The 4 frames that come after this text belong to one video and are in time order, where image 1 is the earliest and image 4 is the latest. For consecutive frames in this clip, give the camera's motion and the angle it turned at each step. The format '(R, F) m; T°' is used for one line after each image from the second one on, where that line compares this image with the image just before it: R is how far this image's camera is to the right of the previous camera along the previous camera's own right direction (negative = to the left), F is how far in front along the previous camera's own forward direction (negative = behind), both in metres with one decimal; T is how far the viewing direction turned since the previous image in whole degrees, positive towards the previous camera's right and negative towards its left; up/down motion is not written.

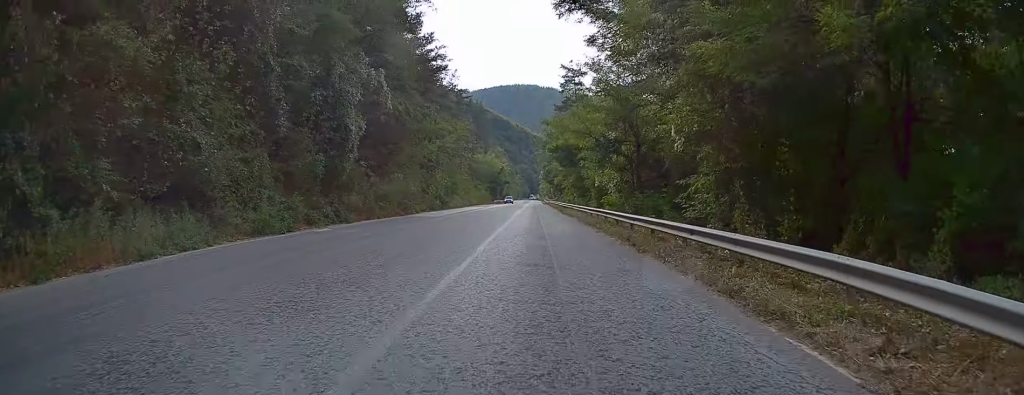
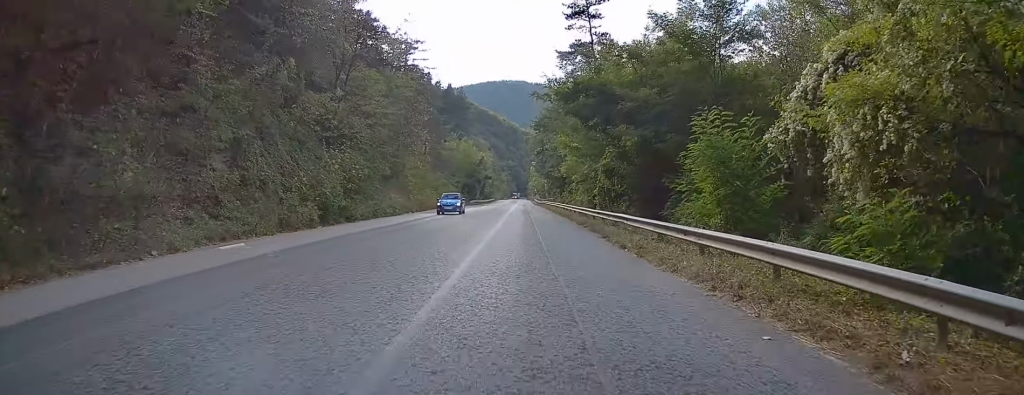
(0.0, +34.4) m; +1°
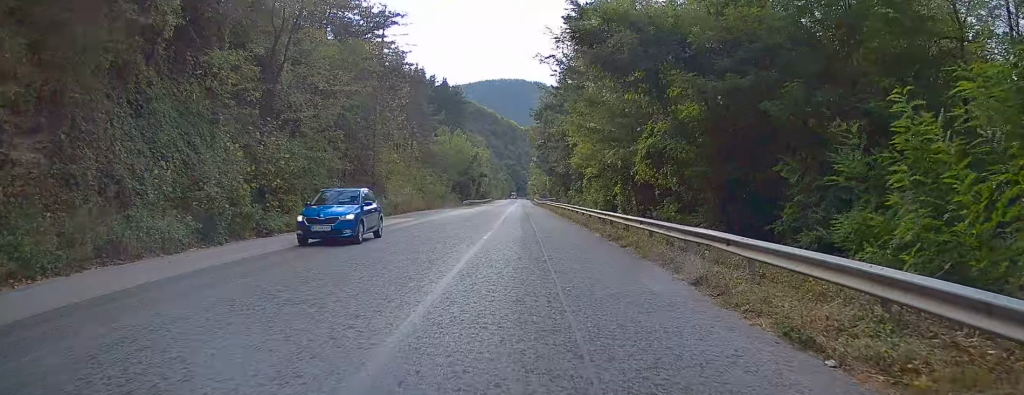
(0.0, +11.3) m; +1°
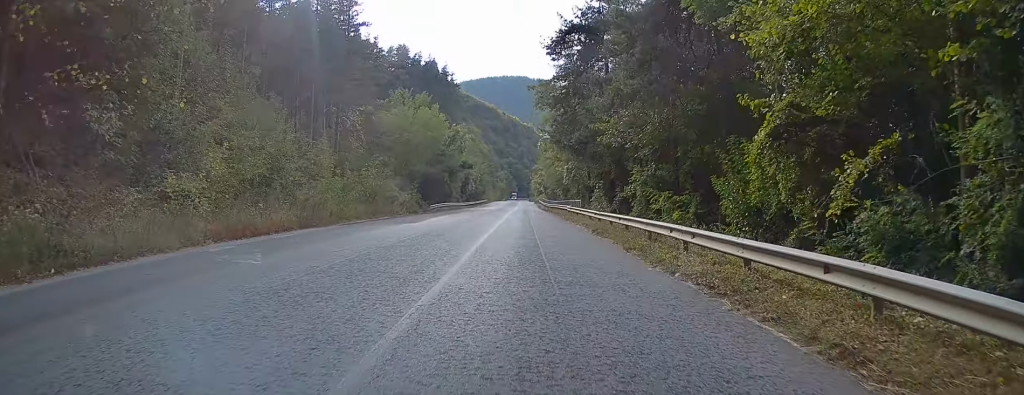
(-0.4, +36.6) m; -2°
